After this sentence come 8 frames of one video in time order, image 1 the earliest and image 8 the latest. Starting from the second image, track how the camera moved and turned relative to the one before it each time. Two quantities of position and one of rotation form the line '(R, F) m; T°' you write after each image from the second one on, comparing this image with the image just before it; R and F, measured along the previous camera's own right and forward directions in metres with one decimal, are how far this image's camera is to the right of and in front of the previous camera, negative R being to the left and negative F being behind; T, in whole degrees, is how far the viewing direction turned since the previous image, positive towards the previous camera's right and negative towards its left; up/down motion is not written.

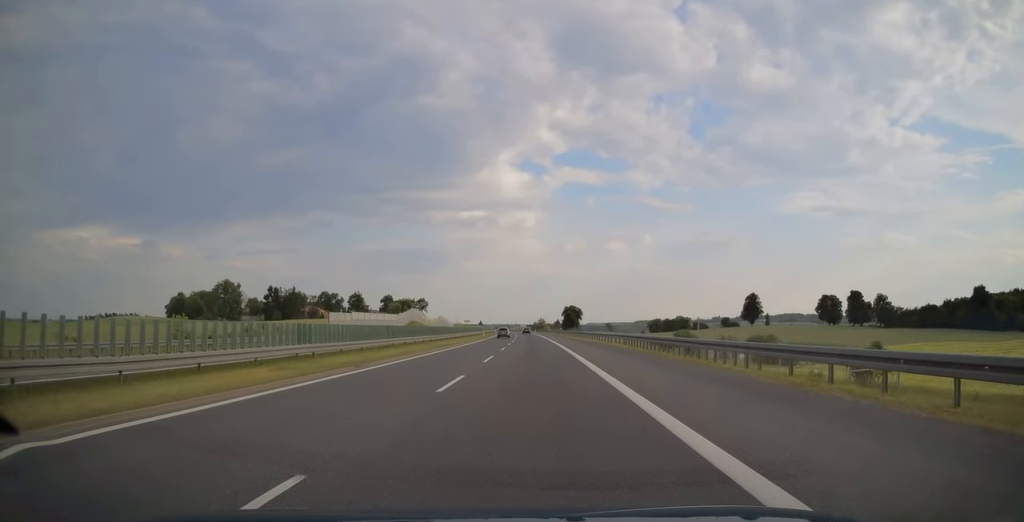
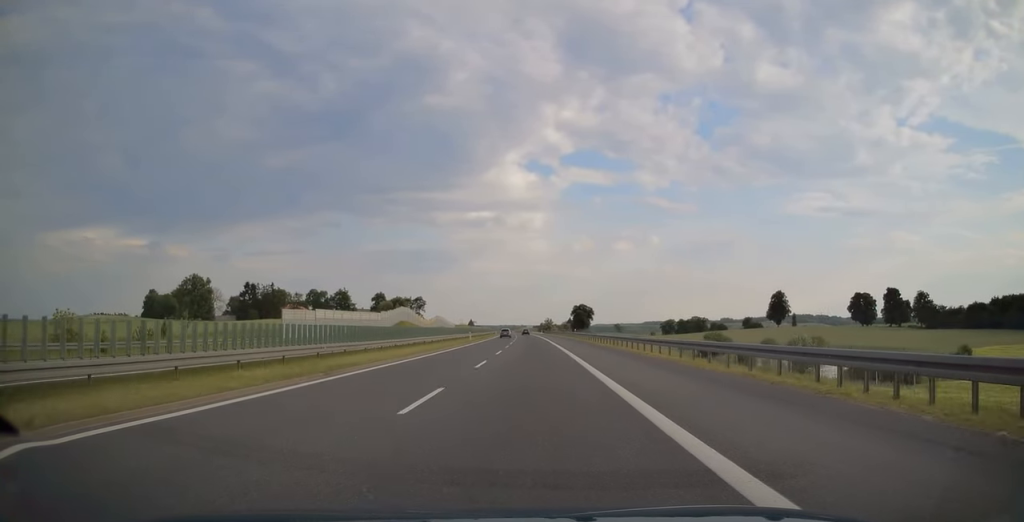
(-0.1, +27.4) m; -1°
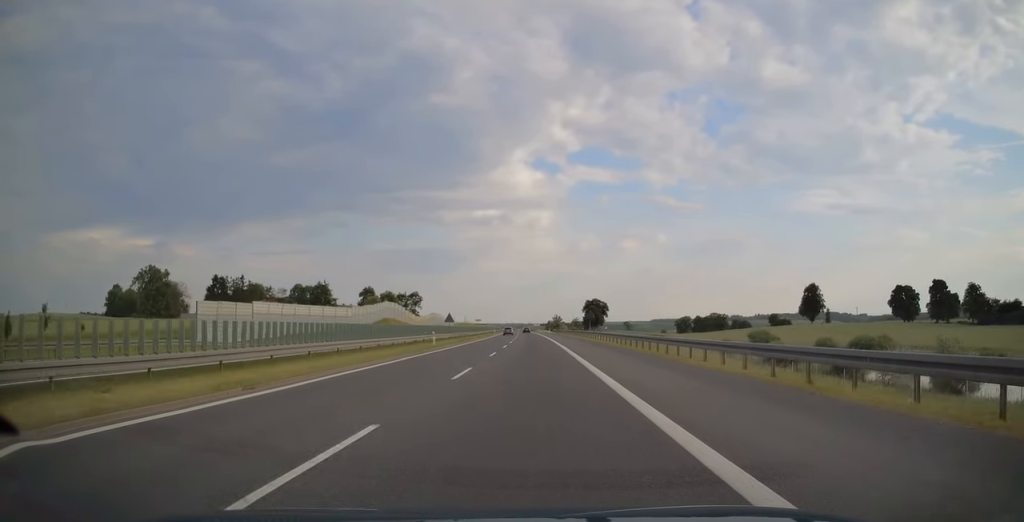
(-0.2, +29.5) m; -1°
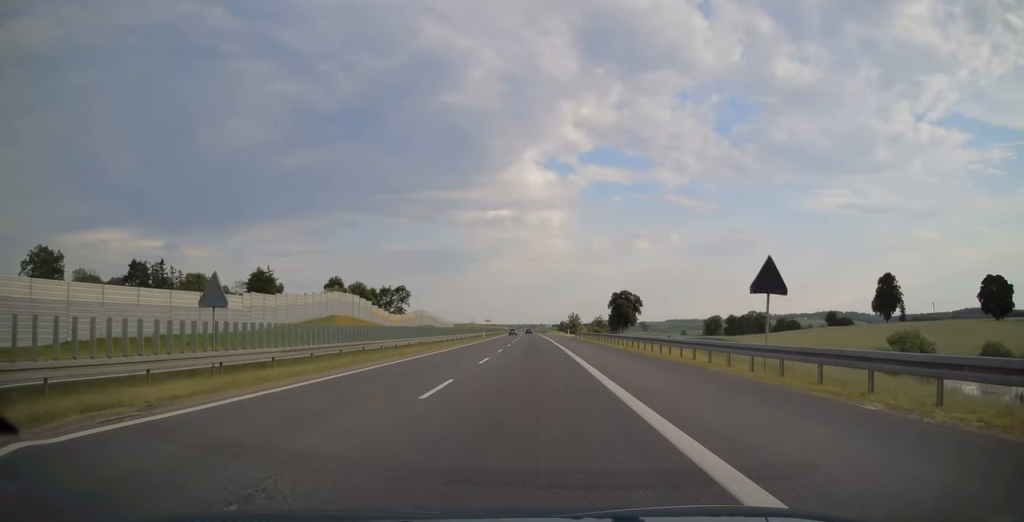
(-0.6, +52.5) m; -1°
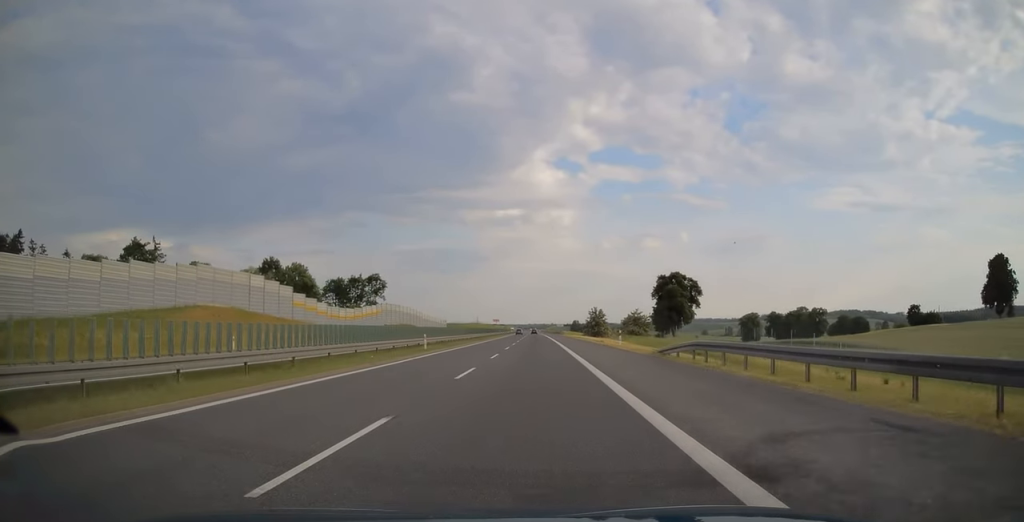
(-0.5, +55.3) m; -1°
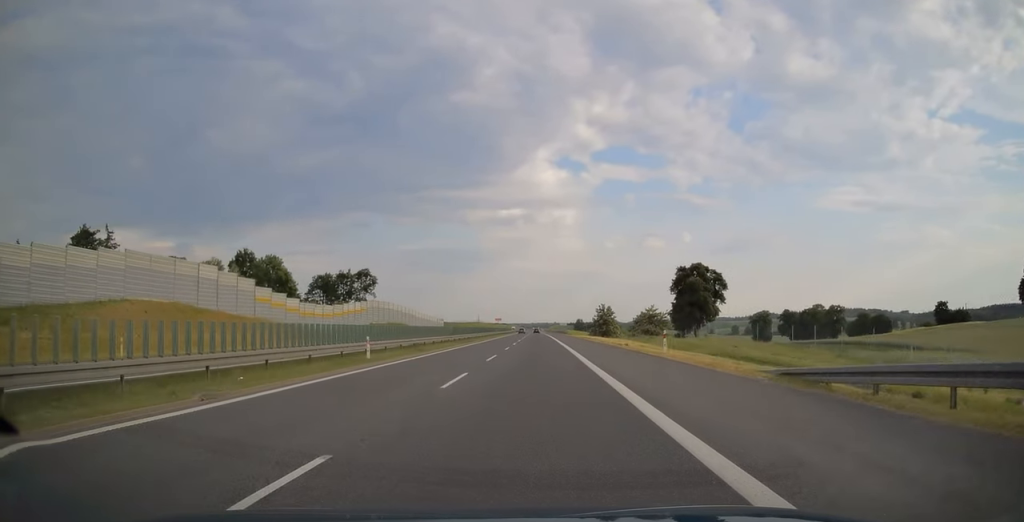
(-0.1, +14.8) m; 0°
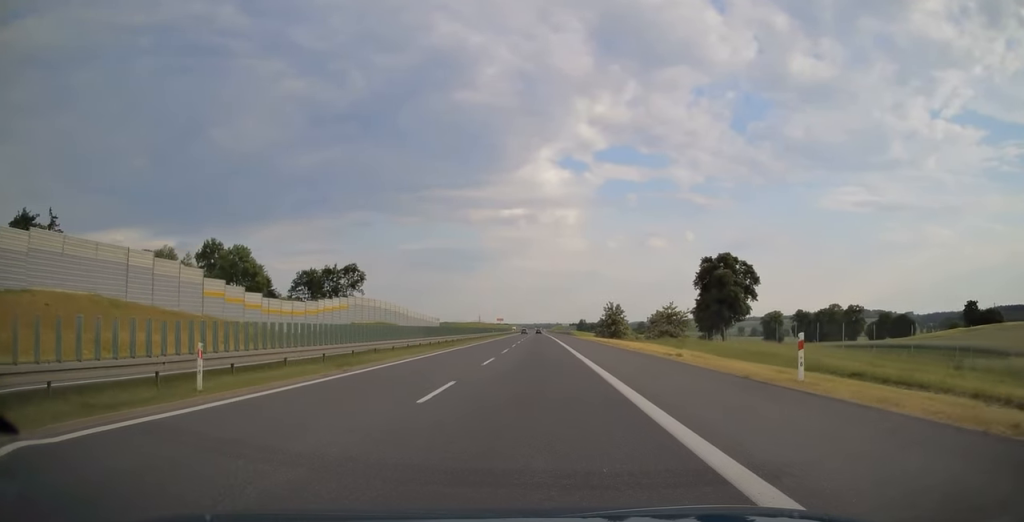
(0.0, +14.8) m; 0°
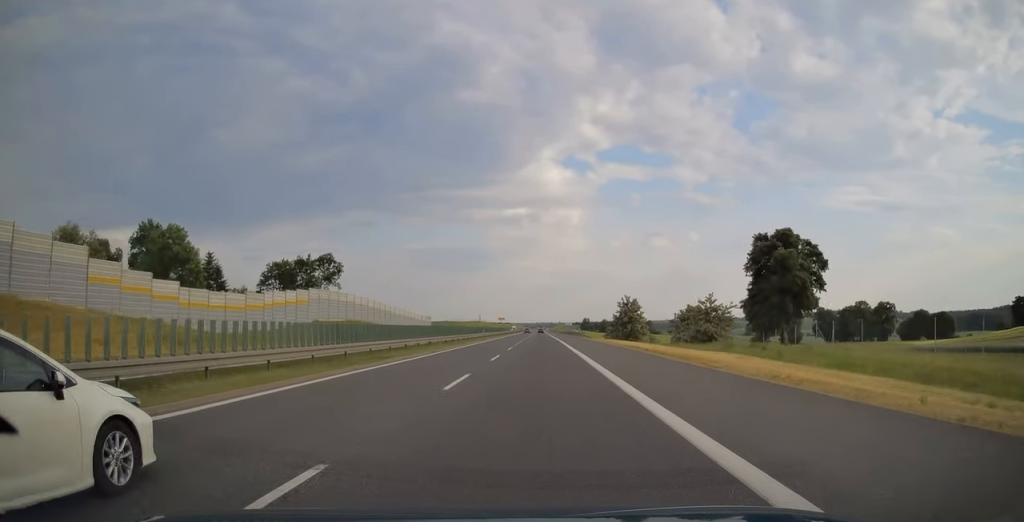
(-0.1, +21.8) m; 0°
